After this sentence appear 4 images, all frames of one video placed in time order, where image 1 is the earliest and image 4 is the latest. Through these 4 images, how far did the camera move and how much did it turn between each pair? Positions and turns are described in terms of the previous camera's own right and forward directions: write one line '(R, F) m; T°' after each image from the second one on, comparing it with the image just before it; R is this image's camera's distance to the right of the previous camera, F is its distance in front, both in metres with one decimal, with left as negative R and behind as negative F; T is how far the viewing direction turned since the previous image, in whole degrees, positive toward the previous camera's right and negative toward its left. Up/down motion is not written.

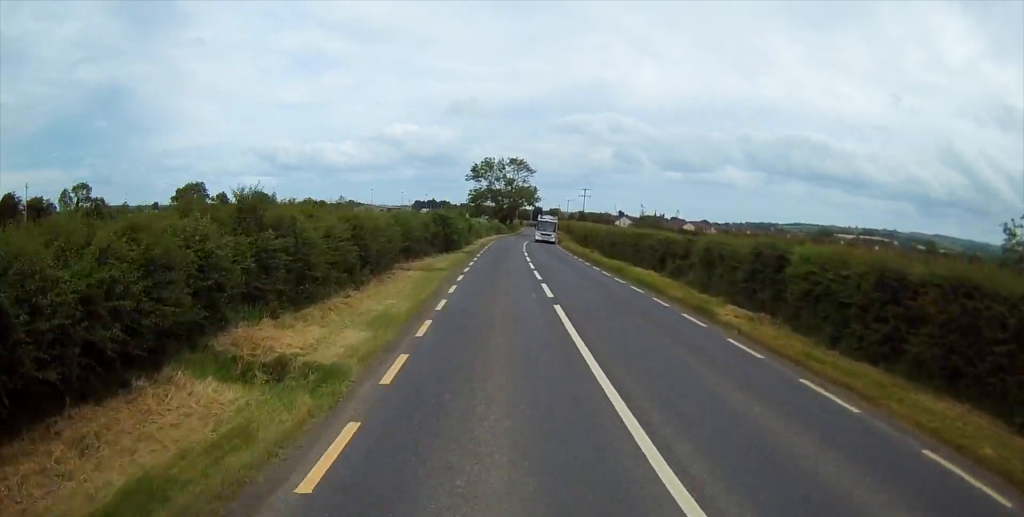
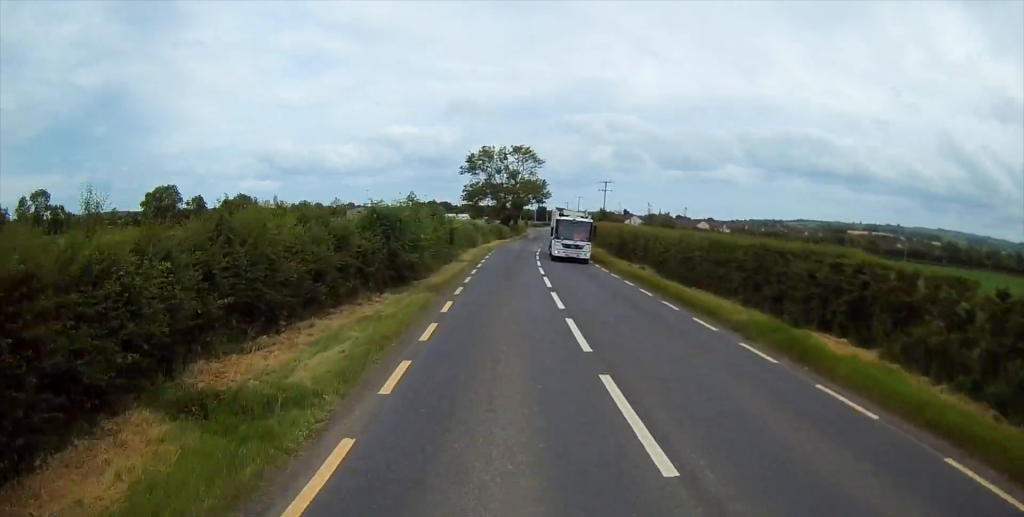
(-0.3, +20.7) m; +1°
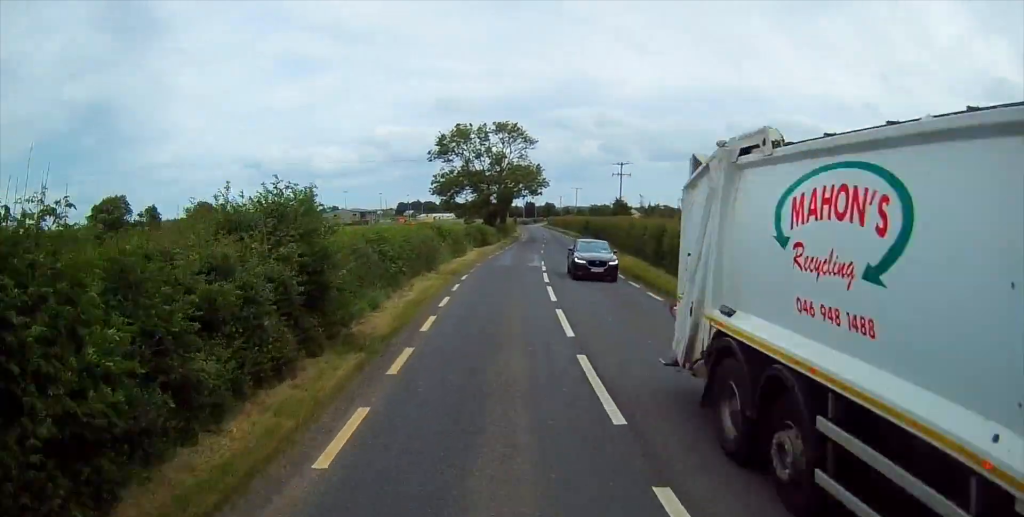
(+0.6, +22.7) m; +1°
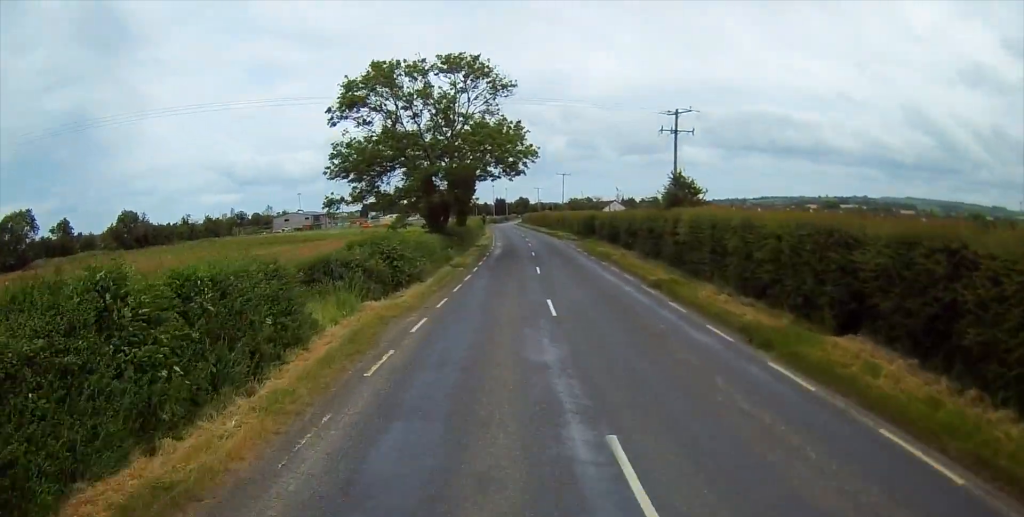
(0.0, +32.2) m; +1°
